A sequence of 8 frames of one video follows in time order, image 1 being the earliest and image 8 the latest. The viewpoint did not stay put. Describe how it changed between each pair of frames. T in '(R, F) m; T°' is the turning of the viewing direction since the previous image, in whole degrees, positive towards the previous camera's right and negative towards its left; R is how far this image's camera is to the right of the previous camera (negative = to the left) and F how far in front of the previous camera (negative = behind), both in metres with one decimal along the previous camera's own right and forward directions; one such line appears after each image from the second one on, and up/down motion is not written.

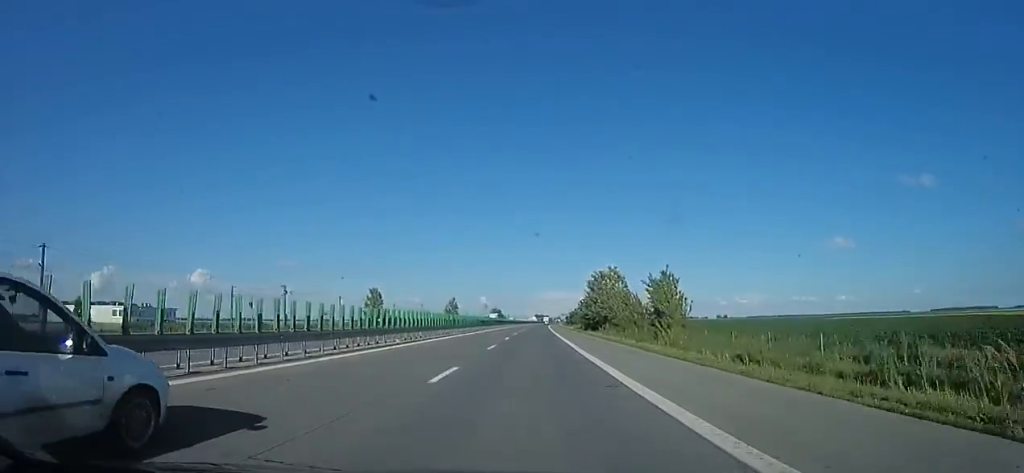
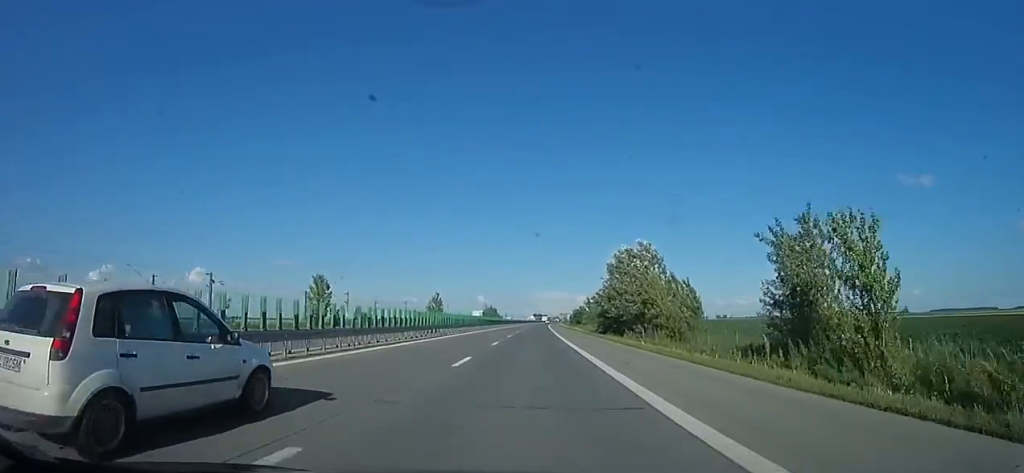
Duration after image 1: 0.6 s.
(+0.6, +20.7) m; +2°
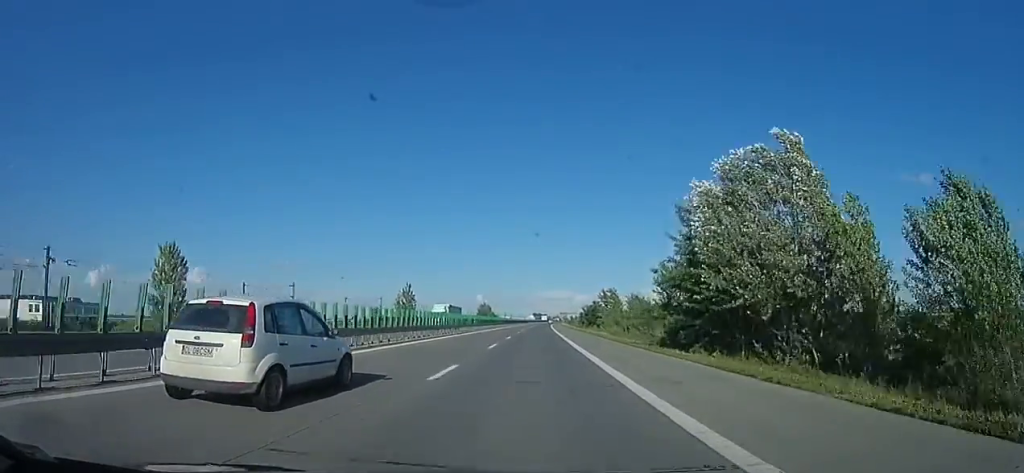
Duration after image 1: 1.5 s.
(+0.1, +27.0) m; -2°
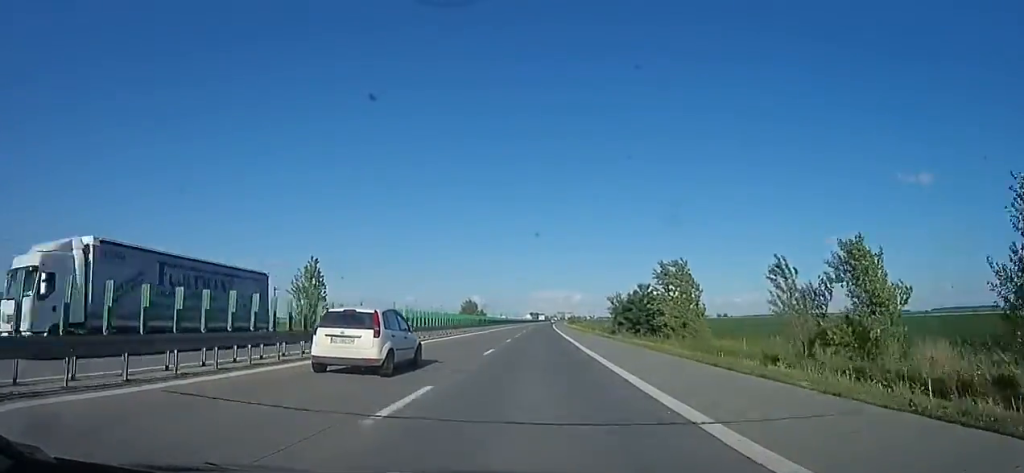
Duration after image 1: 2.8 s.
(-1.4, +40.0) m; 0°
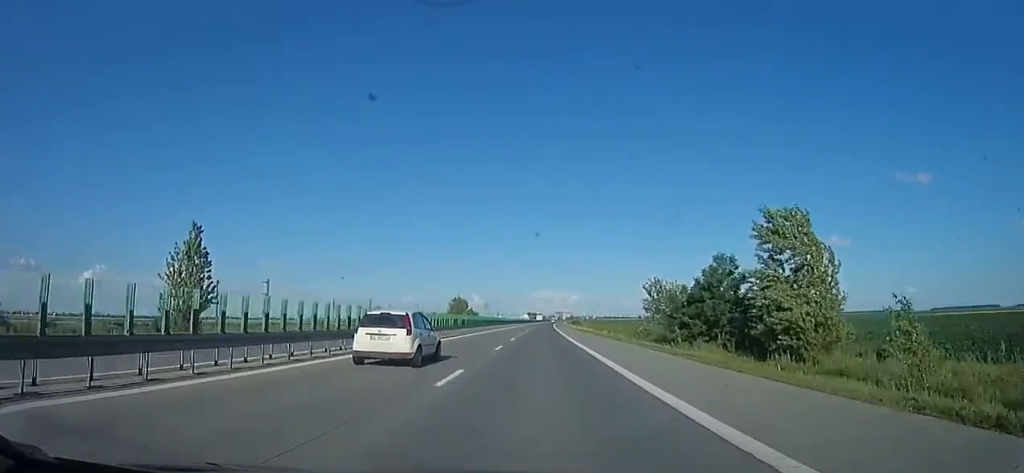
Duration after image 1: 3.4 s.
(+0.8, +20.6) m; +2°
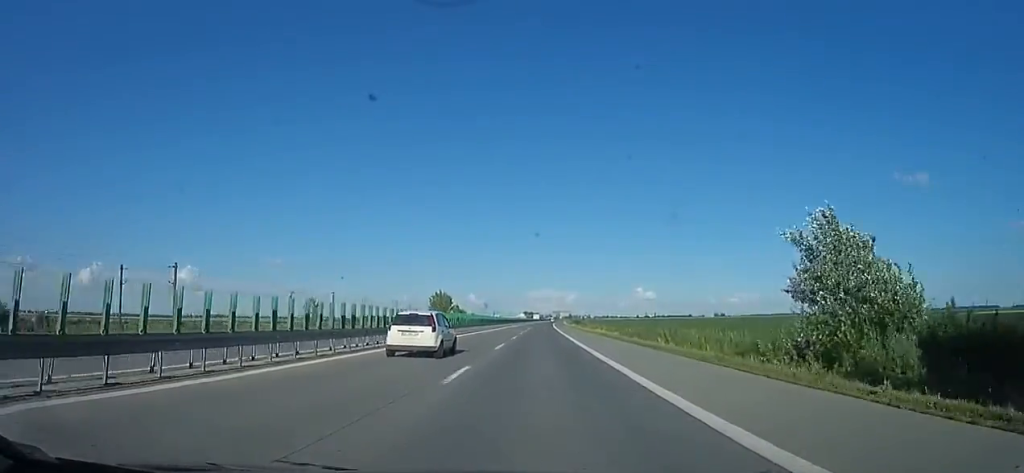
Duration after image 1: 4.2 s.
(+0.3, +23.6) m; +1°
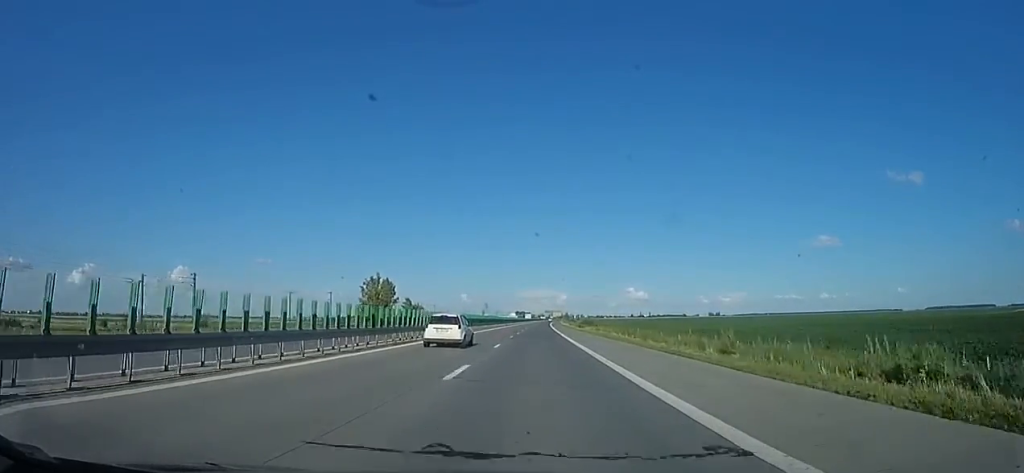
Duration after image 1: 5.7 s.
(+0.1, +47.1) m; 0°
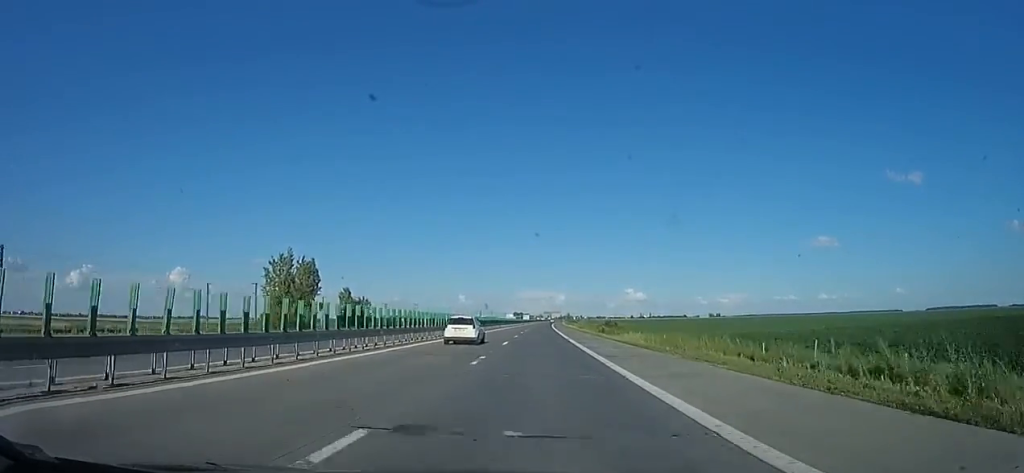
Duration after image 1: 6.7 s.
(0.0, +32.3) m; 0°
